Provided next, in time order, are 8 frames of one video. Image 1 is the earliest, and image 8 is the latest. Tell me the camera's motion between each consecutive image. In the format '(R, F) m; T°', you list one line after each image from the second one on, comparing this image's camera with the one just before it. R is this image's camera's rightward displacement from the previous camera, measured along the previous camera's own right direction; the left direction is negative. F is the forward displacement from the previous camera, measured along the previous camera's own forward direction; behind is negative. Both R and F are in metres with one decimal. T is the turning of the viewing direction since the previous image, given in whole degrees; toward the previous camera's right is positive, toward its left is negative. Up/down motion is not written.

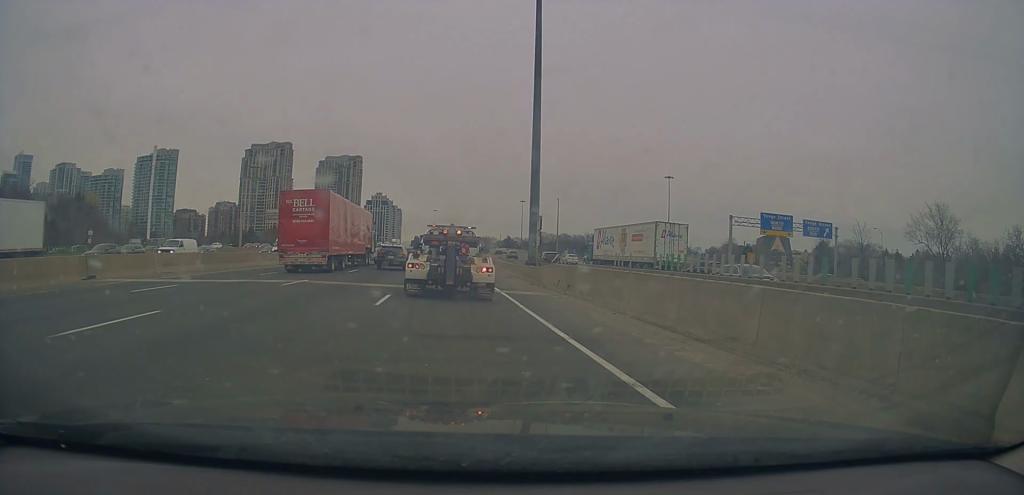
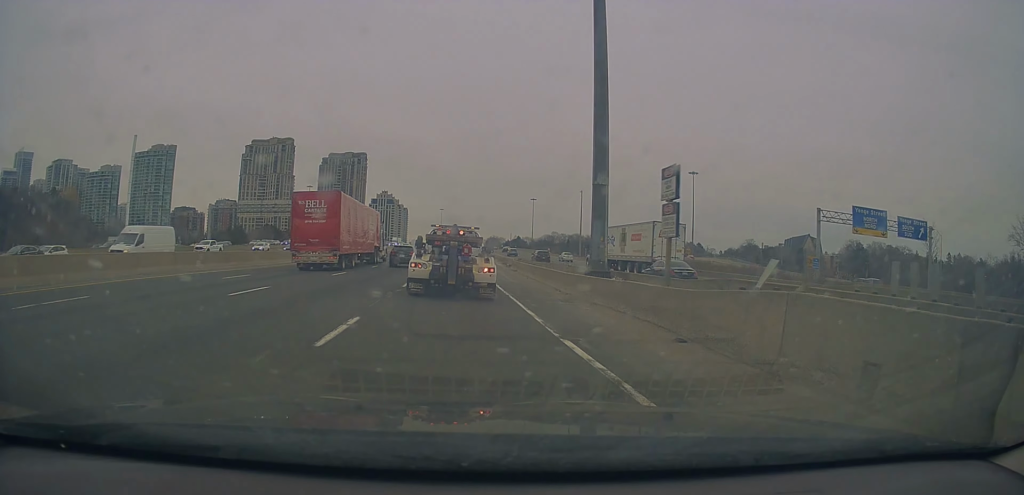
(-0.3, +18.3) m; -1°
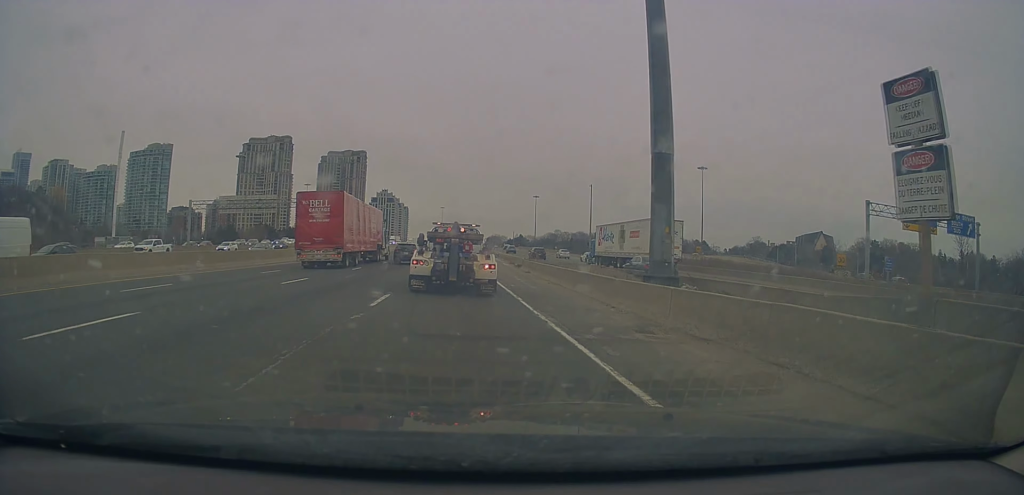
(0.0, +7.7) m; 0°
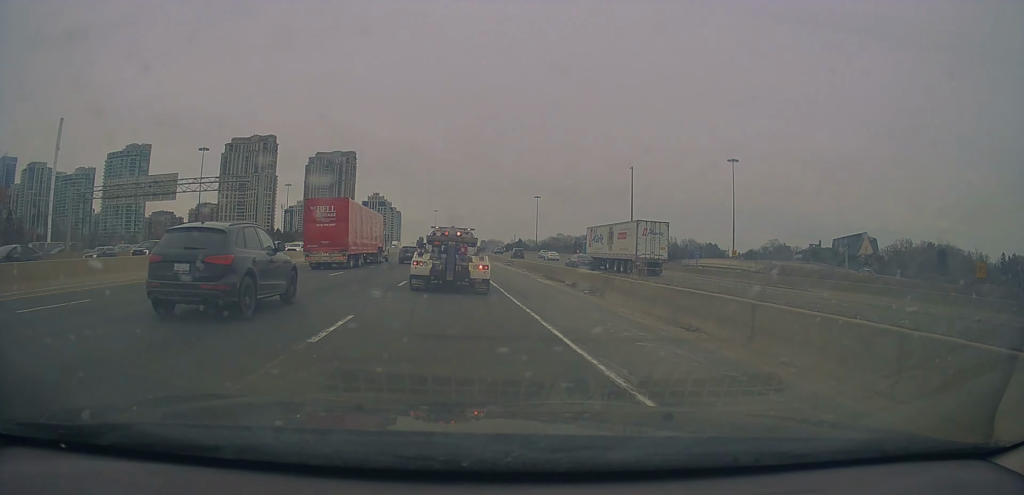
(+0.3, +29.4) m; 0°
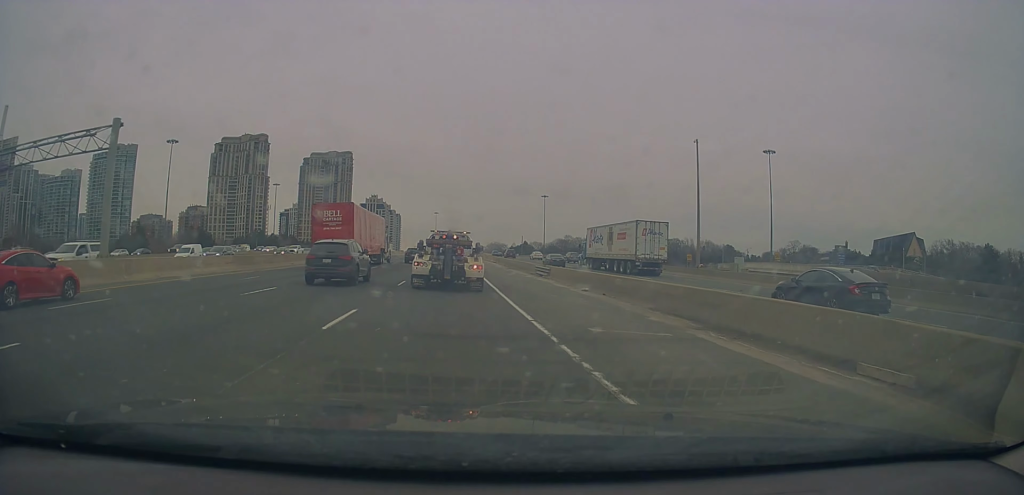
(-0.3, +23.0) m; -1°
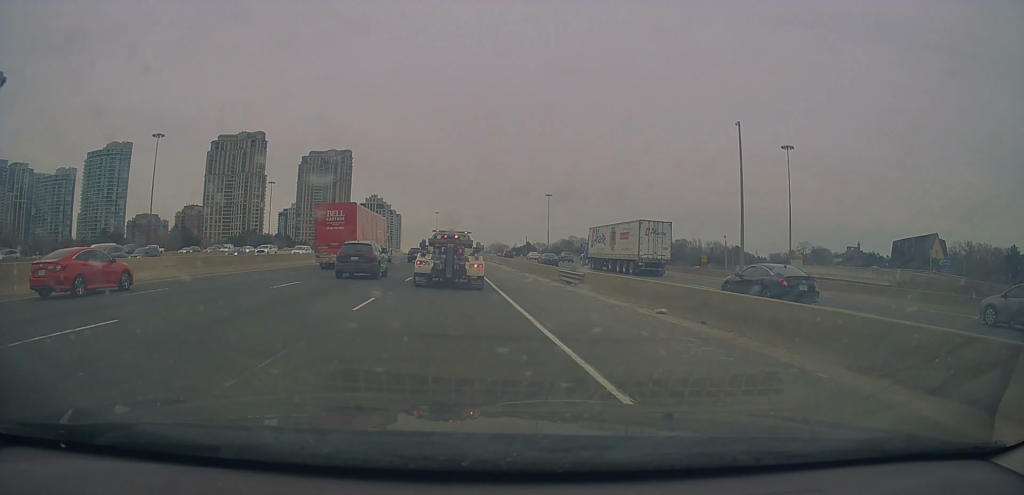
(0.0, +9.1) m; 0°
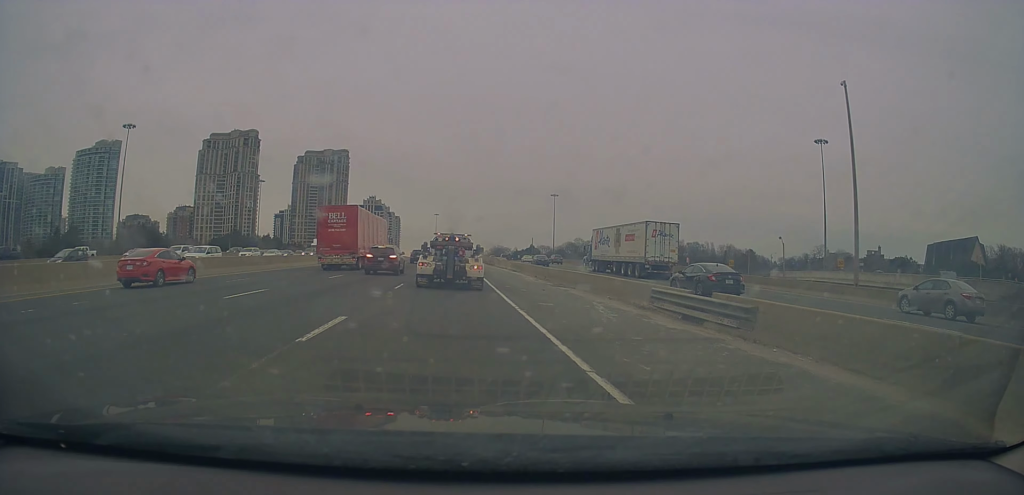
(0.0, +15.4) m; 0°
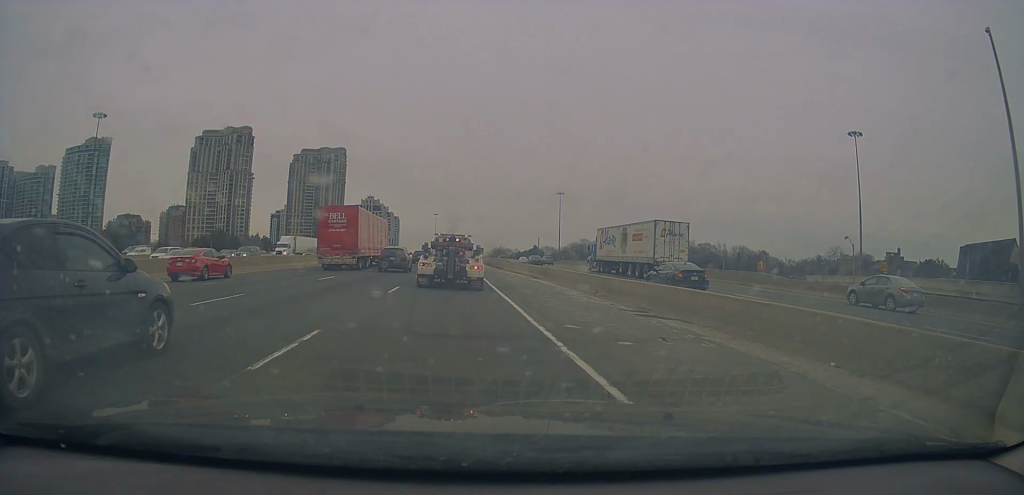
(0.0, +12.6) m; 0°
